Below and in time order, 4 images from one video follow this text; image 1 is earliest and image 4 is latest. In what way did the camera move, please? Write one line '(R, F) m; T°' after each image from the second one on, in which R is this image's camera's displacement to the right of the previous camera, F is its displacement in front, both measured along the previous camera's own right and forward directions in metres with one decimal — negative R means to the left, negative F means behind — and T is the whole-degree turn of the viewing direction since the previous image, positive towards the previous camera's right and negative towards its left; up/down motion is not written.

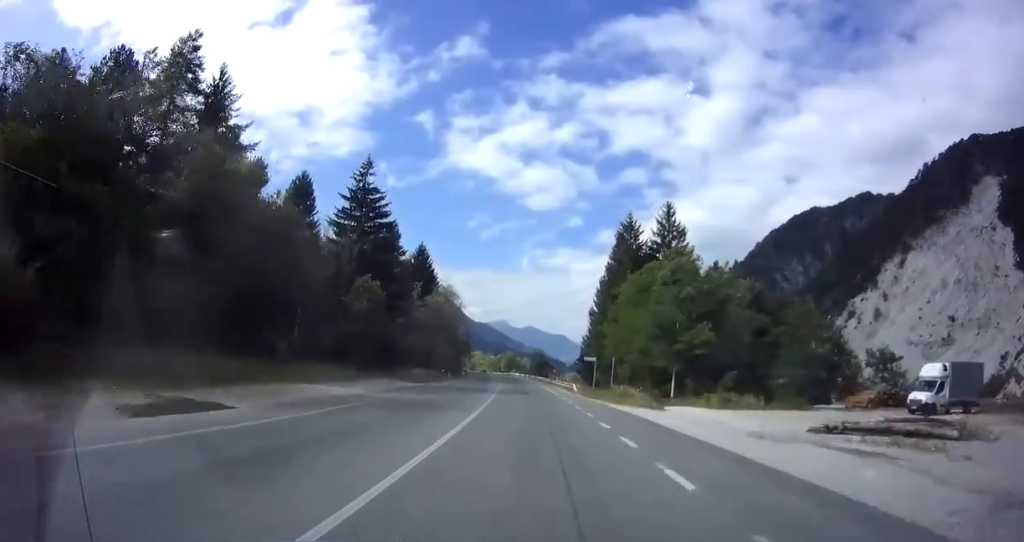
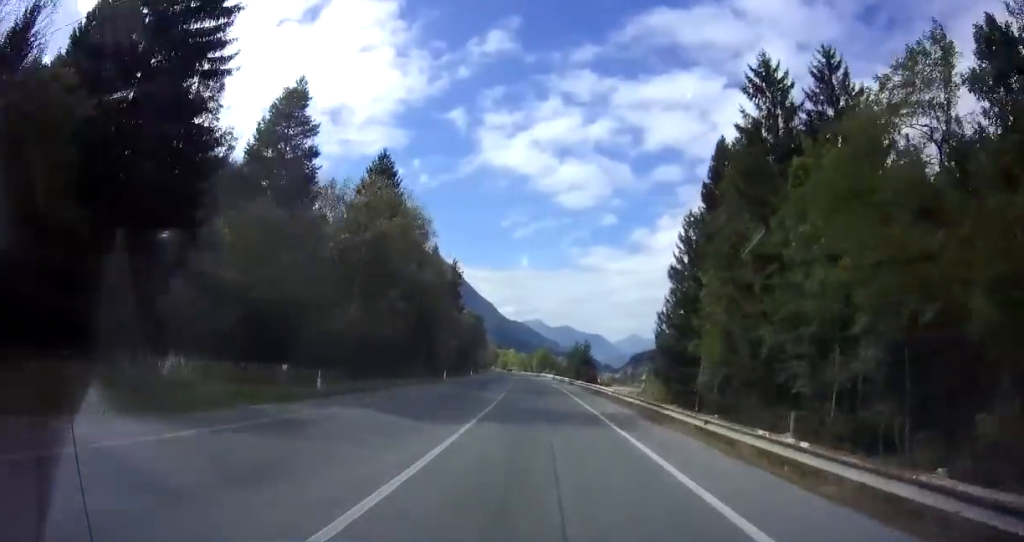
(-1.0, +43.2) m; -2°
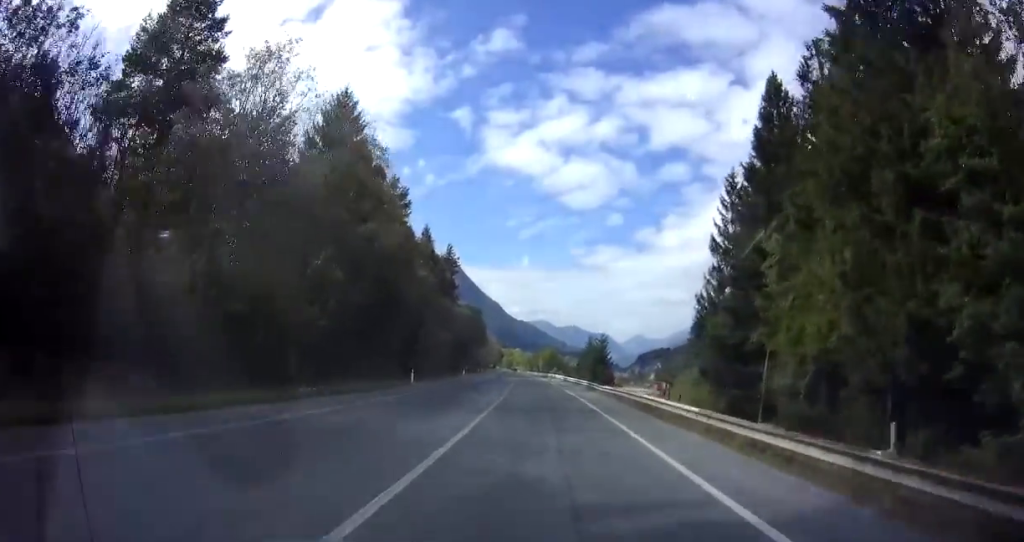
(0.0, +14.0) m; 0°
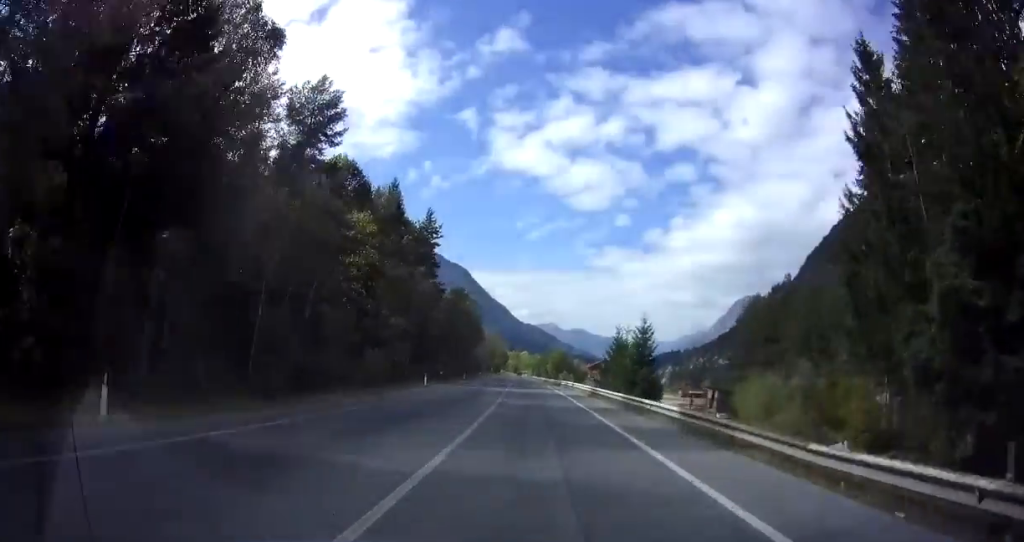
(0.0, +24.5) m; -2°
